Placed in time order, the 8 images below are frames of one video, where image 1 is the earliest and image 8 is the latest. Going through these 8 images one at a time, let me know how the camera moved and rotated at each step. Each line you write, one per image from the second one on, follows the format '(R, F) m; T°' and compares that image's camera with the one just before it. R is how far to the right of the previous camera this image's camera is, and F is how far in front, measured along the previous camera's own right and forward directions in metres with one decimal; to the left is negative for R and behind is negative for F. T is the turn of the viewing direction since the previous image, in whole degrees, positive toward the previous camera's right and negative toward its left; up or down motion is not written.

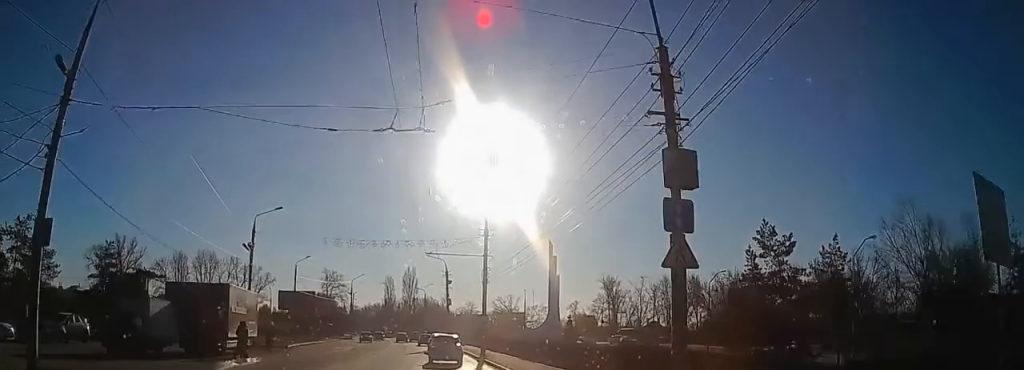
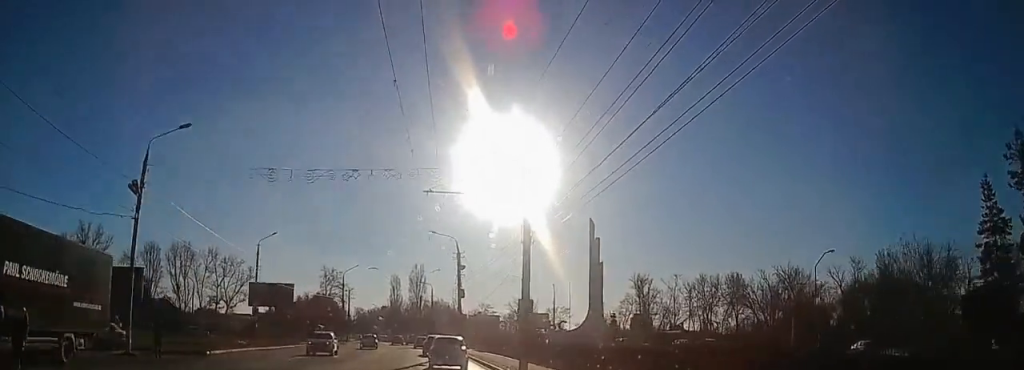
(-0.3, +21.2) m; -1°
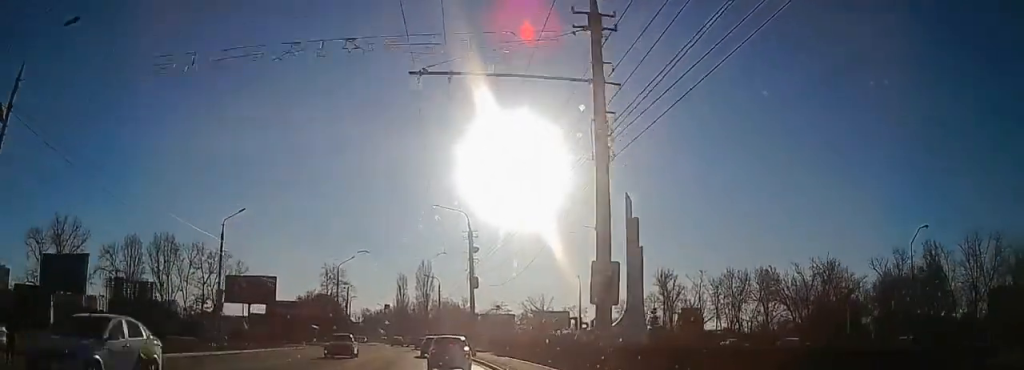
(+0.1, +12.8) m; +1°
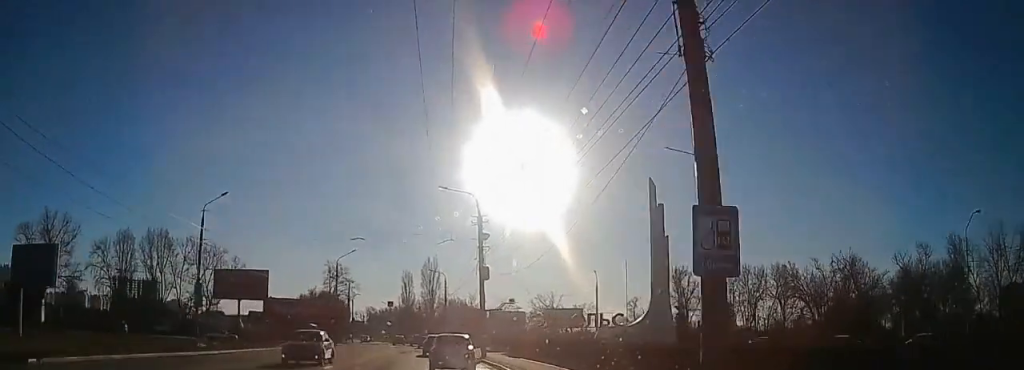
(+0.2, +5.7) m; 0°
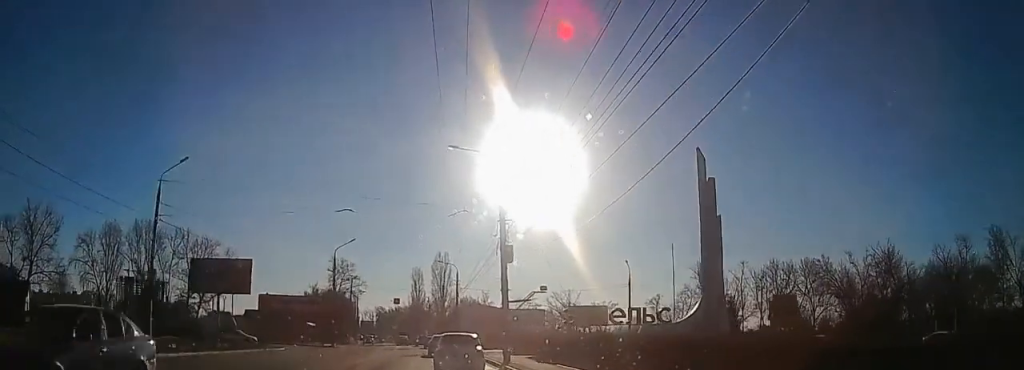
(-0.1, +8.8) m; -2°
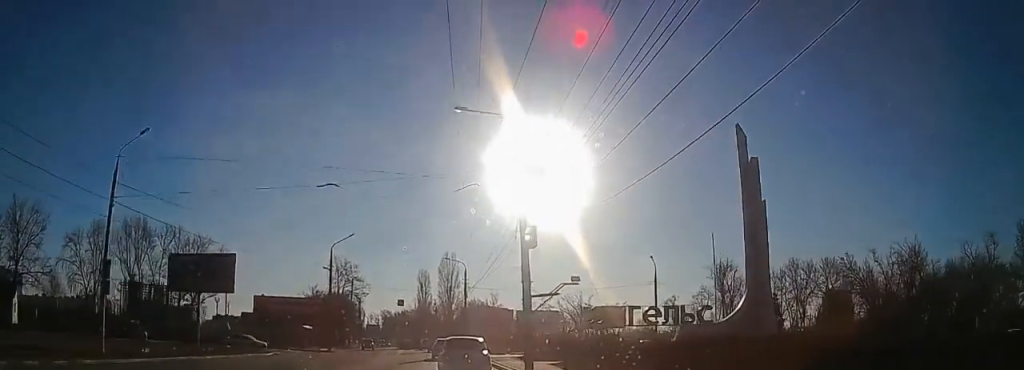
(-0.2, +6.5) m; -2°
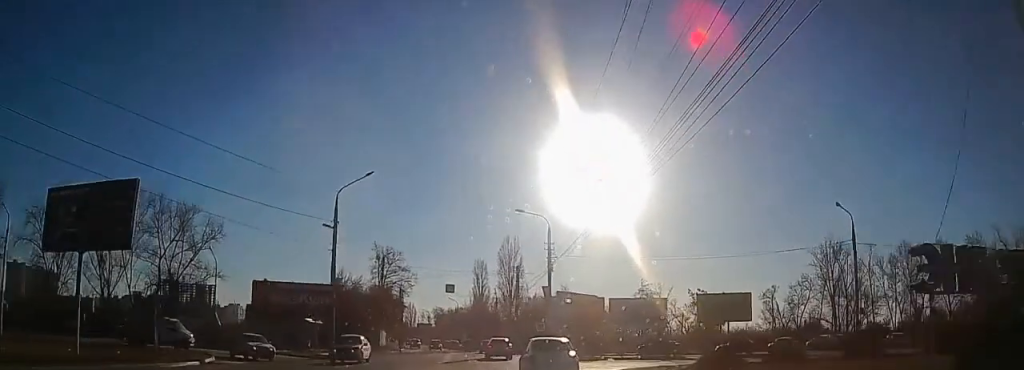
(-3.4, +21.3) m; -10°
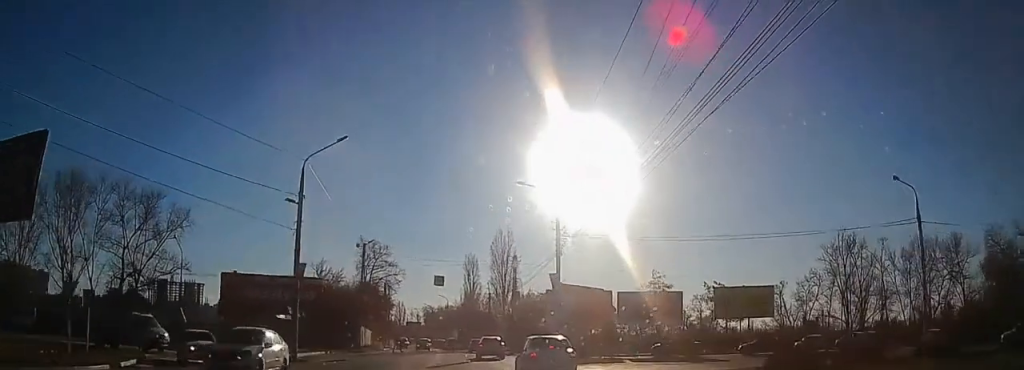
(+1.0, +6.8) m; +3°
